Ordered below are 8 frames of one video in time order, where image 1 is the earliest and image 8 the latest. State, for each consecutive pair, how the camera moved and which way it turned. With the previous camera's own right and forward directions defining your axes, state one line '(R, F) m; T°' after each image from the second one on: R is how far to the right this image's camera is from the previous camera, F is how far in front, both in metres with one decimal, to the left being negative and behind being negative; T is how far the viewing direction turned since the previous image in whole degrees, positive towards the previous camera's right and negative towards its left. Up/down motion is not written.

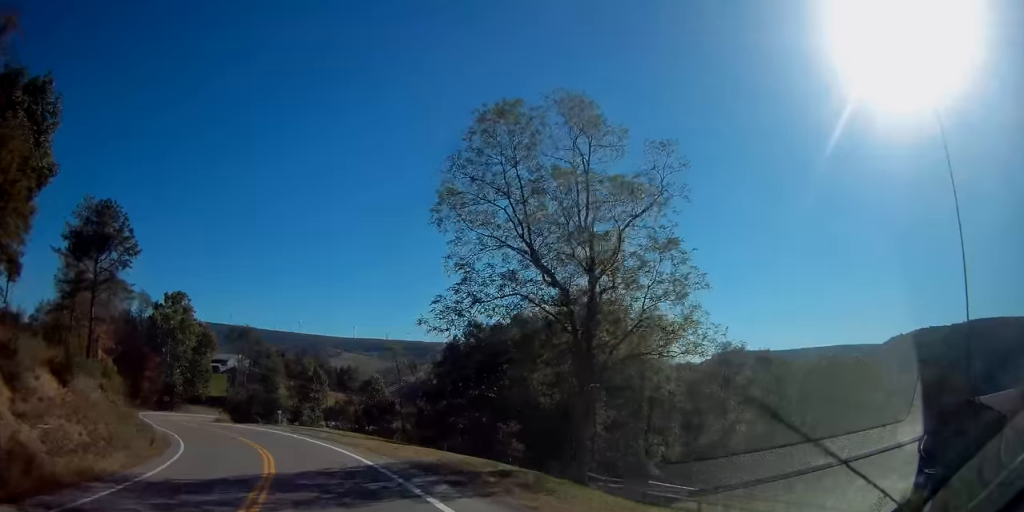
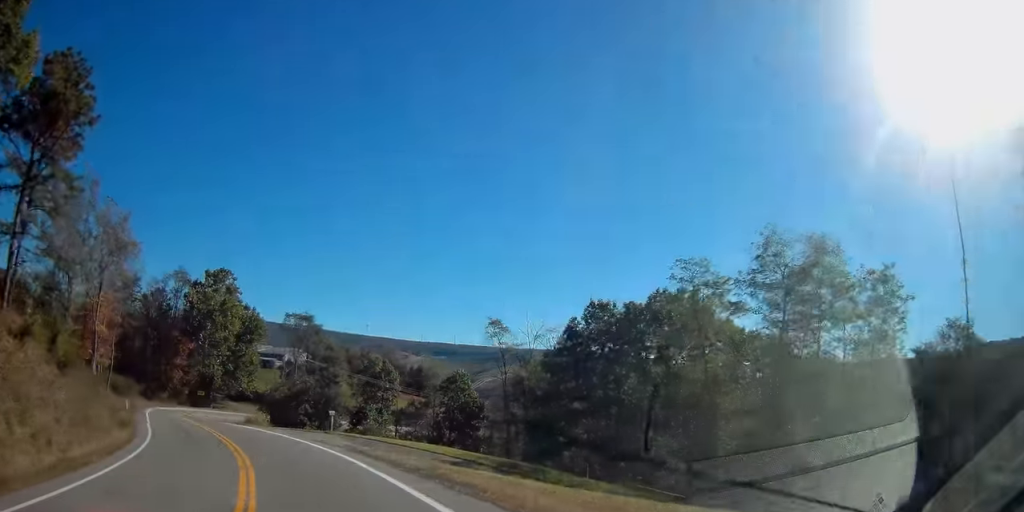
(-1.1, +19.7) m; -7°
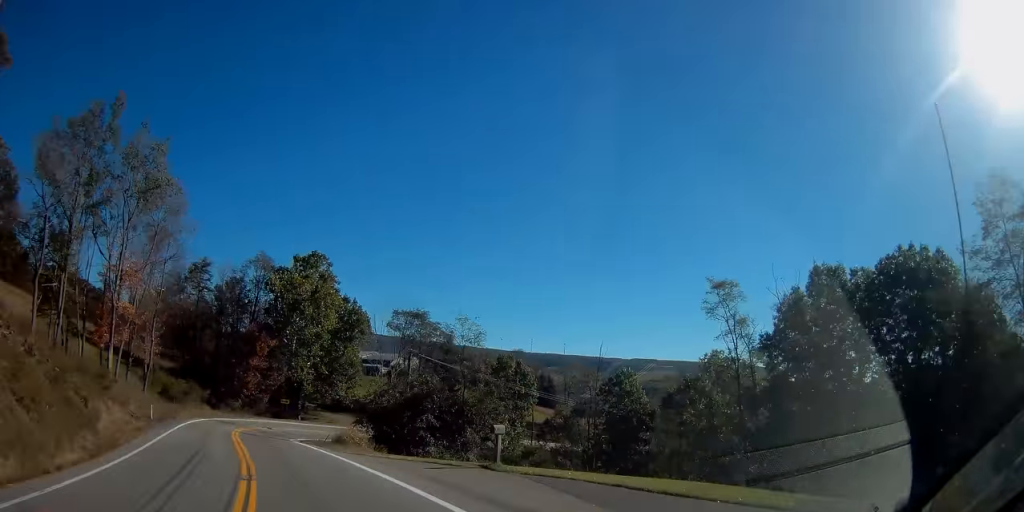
(-1.4, +18.6) m; -8°
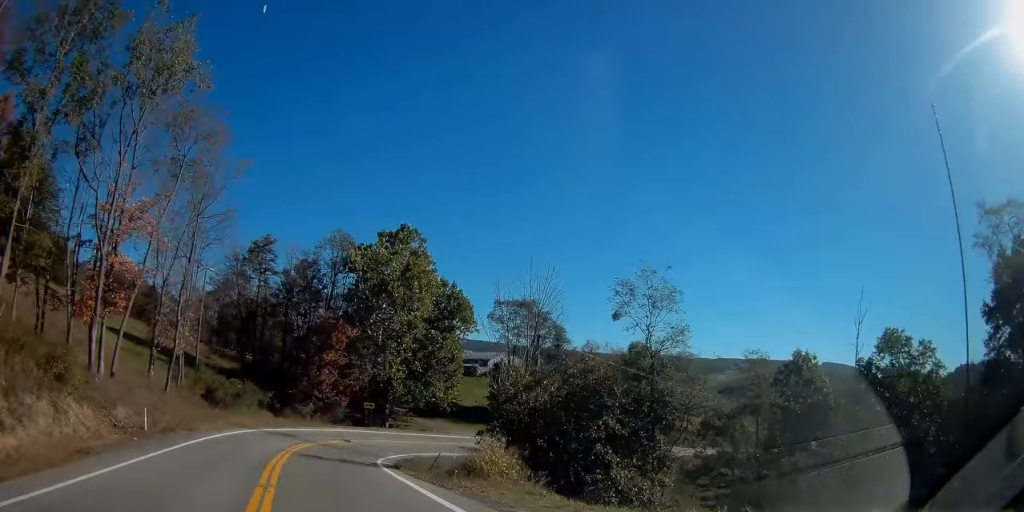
(-0.9, +14.5) m; -6°
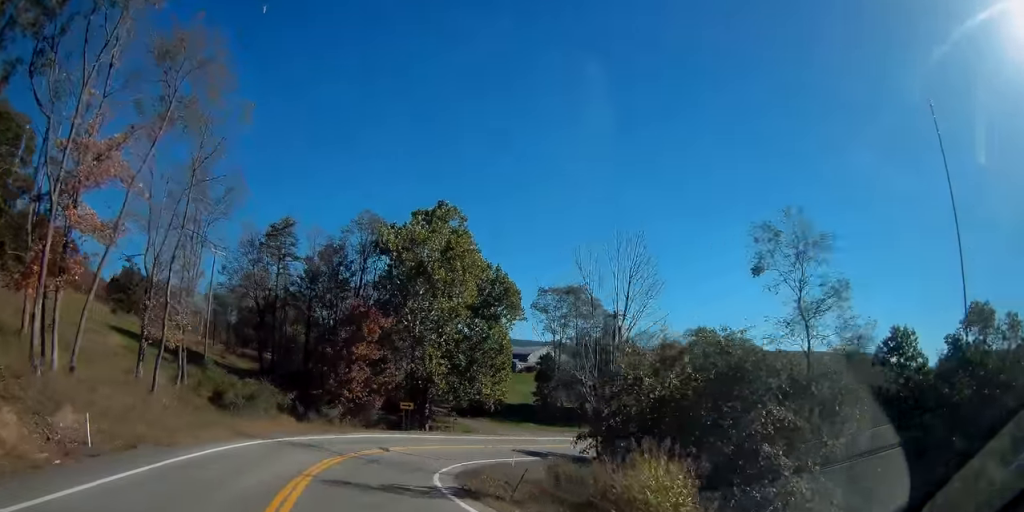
(-0.2, +8.4) m; -2°
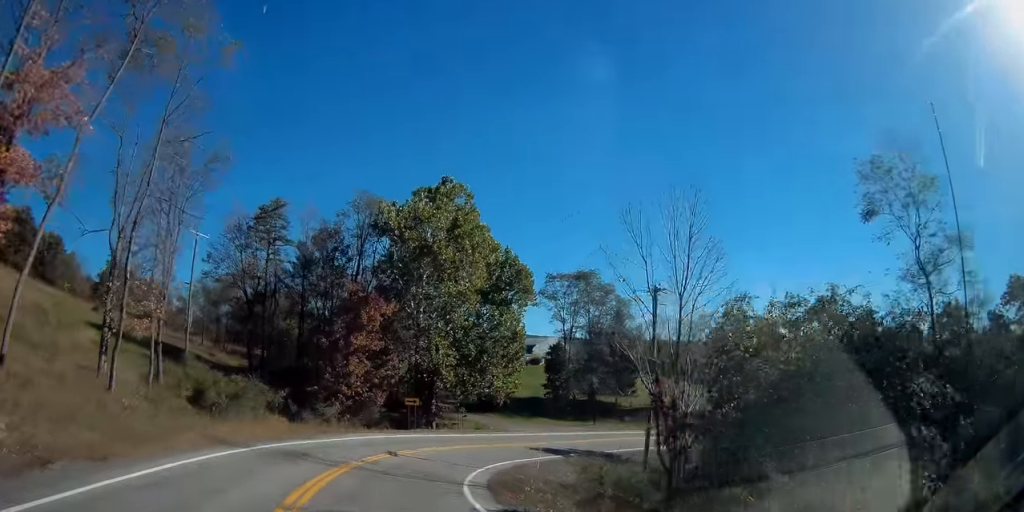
(-0.2, +5.8) m; +1°
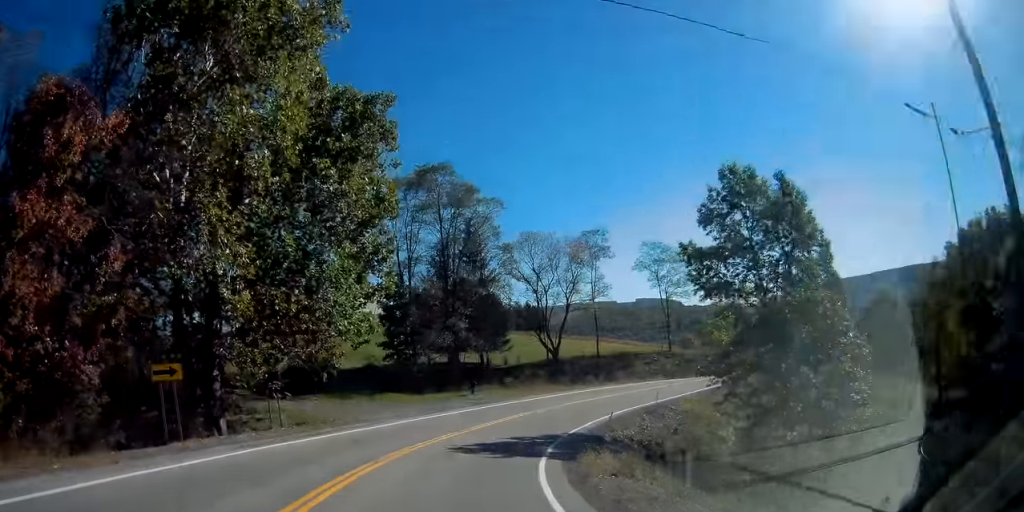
(+3.4, +29.8) m; +21°
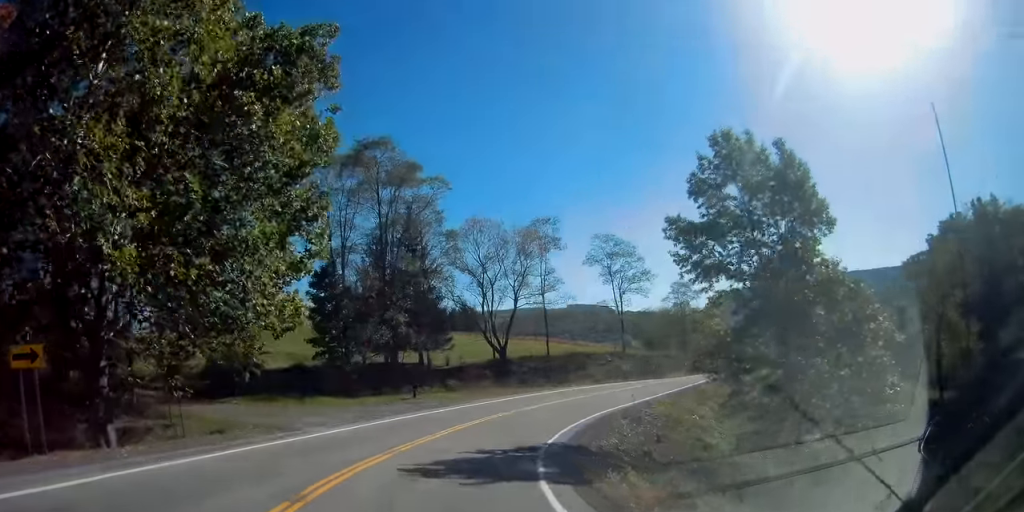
(+0.7, +6.1) m; +7°
